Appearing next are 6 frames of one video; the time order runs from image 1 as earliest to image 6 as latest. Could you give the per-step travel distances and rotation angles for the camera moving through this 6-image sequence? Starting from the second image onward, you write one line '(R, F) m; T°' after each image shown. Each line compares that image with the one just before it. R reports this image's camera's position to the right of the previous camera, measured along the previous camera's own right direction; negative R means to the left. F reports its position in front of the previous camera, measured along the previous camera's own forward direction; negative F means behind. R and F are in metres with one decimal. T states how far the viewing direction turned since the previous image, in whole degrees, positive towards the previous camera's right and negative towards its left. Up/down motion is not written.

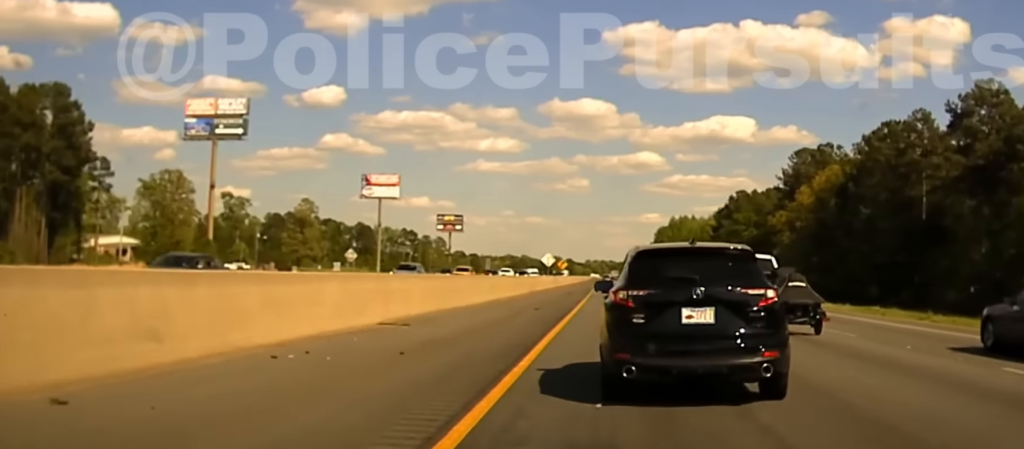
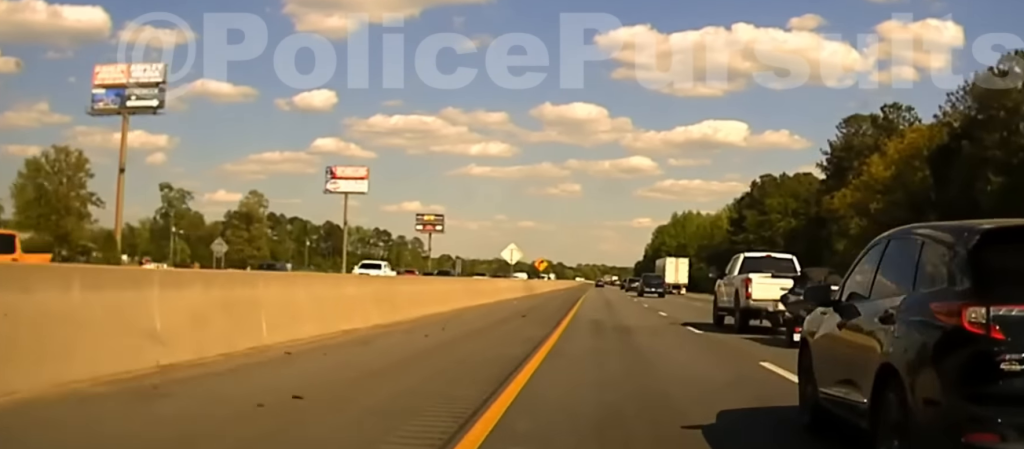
(0.0, +44.2) m; 0°
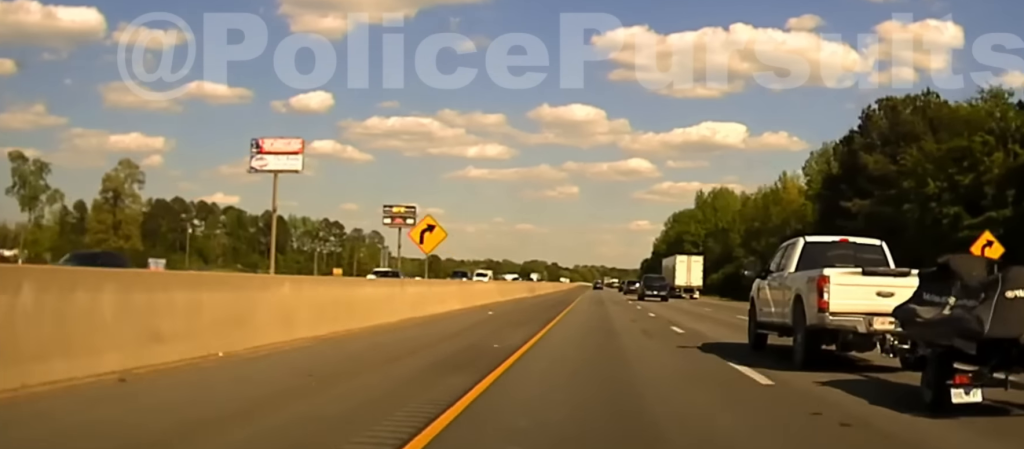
(0.0, +78.5) m; 0°
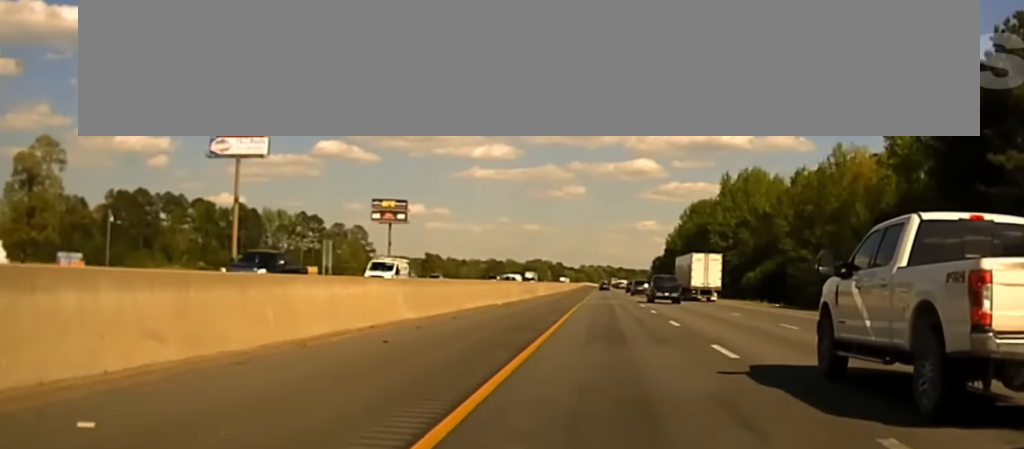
(-0.1, +34.0) m; 0°
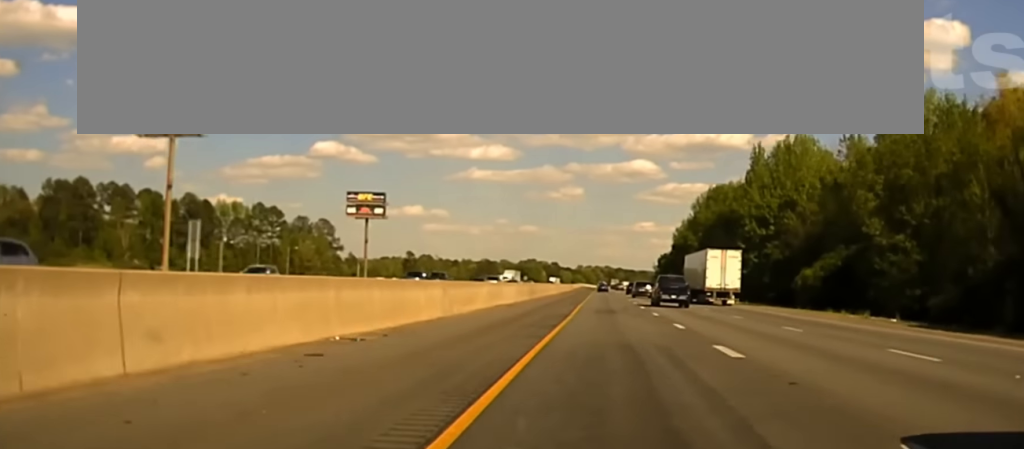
(-0.1, +37.1) m; 0°
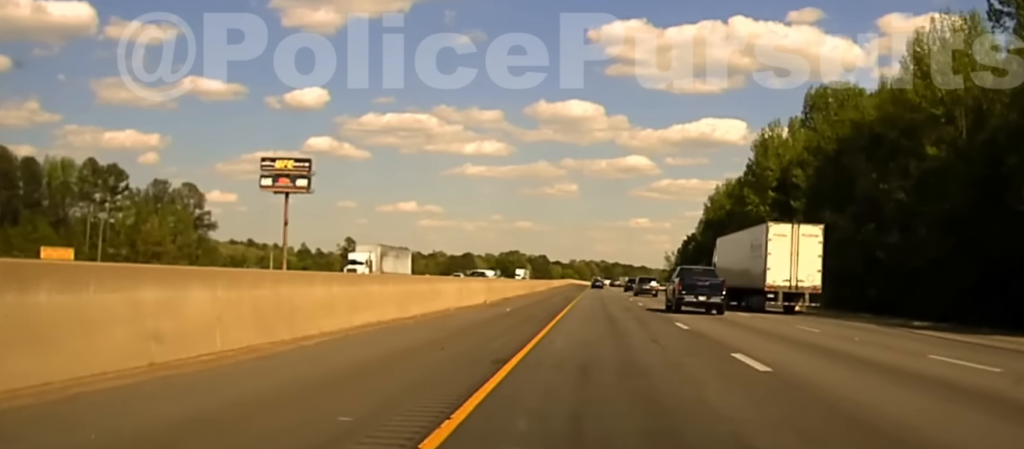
(+0.1, +92.6) m; 0°
